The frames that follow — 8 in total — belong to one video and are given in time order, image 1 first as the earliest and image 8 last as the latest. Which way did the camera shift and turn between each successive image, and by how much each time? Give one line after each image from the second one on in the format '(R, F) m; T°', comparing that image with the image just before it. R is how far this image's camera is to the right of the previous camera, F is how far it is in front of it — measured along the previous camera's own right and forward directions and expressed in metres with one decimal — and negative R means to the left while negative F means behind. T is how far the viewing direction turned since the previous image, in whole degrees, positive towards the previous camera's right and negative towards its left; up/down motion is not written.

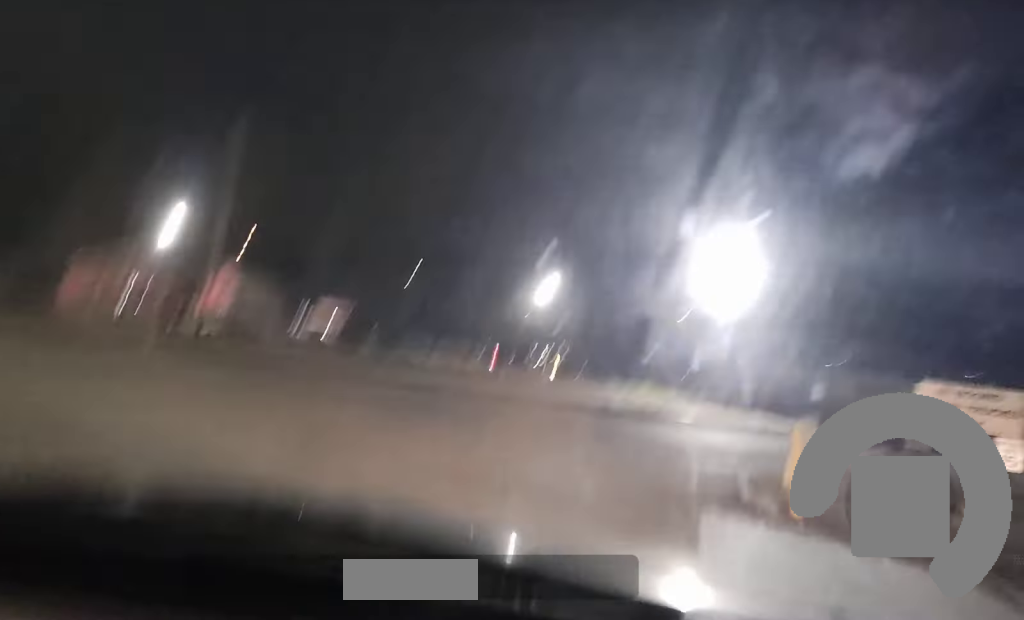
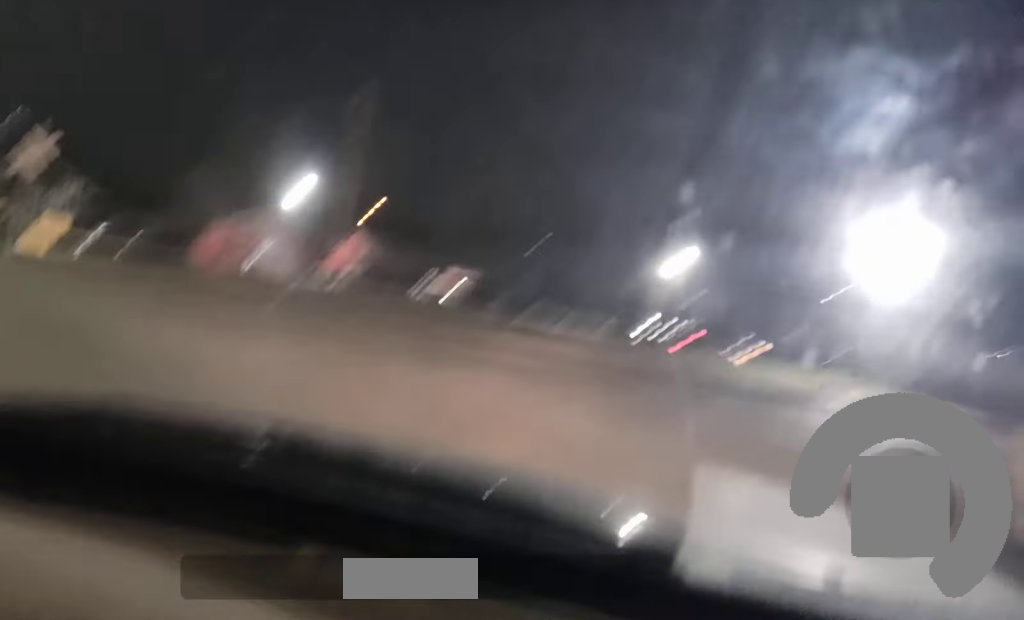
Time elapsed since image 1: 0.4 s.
(0.0, +1.4) m; -6°
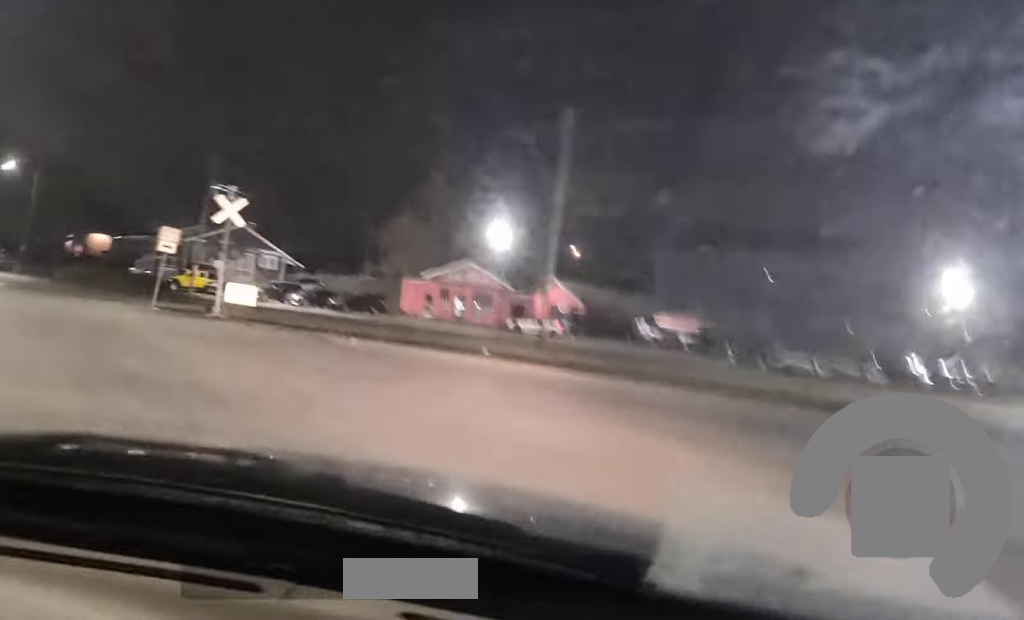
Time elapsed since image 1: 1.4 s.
(-0.4, +3.4) m; -14°
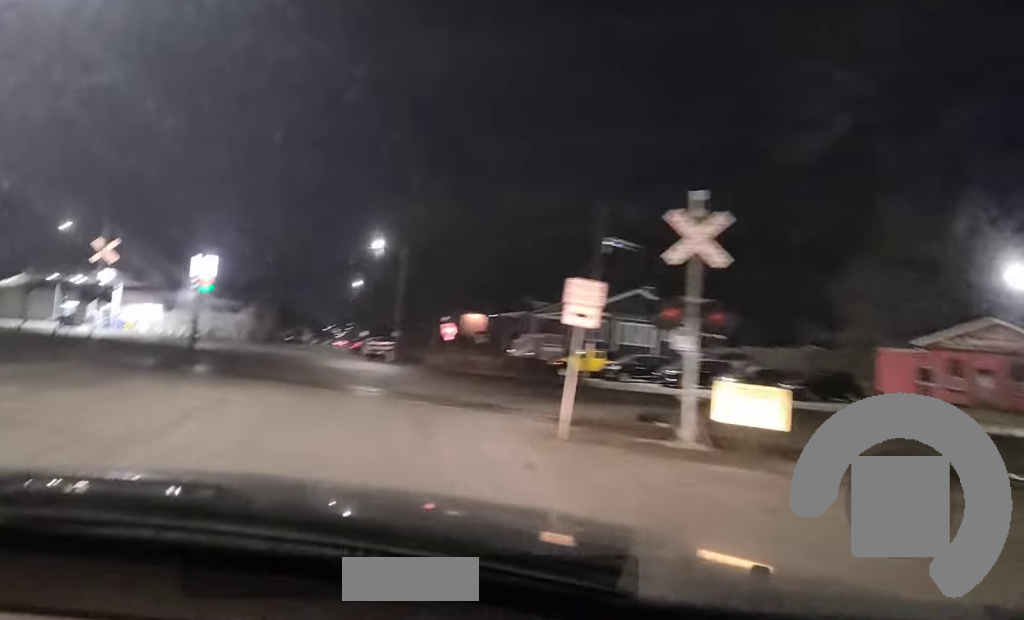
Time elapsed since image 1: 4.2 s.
(-3.4, +12.2) m; -25°
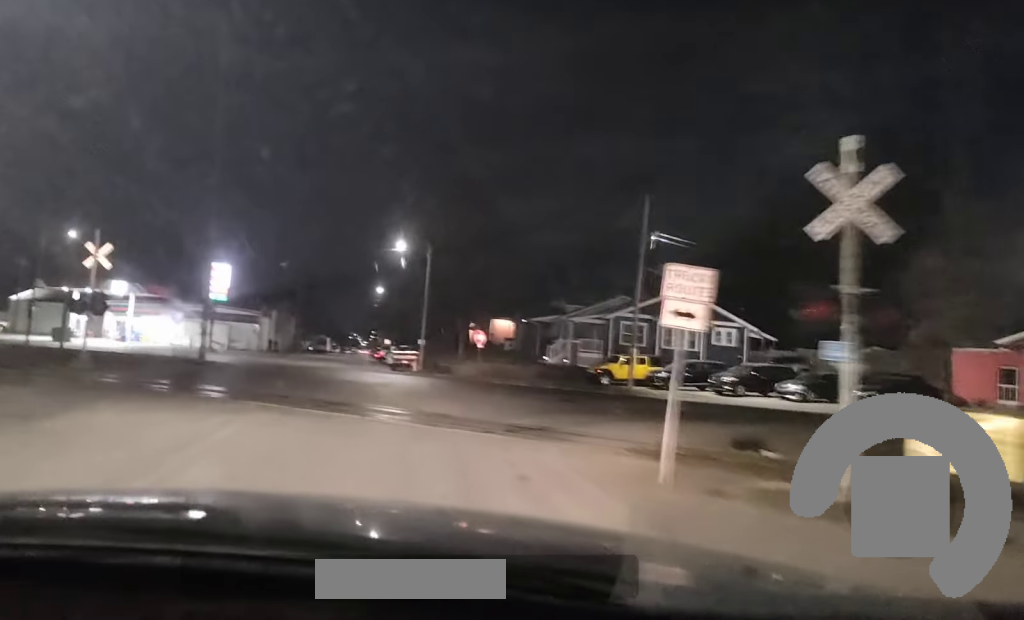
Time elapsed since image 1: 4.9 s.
(-0.1, +3.9) m; -3°
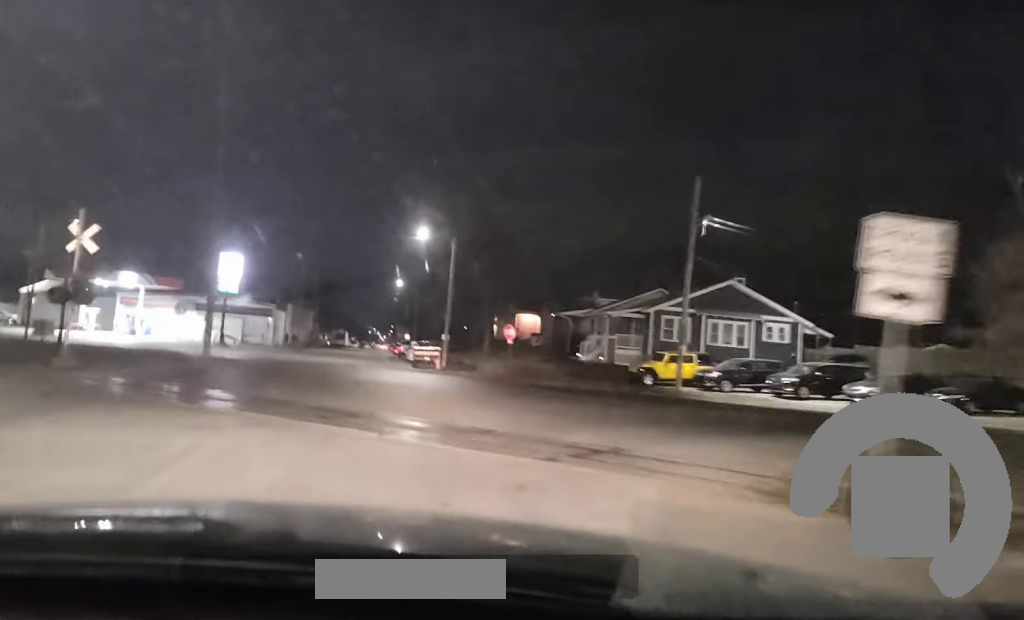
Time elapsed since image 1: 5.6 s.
(-0.1, +4.0) m; -1°
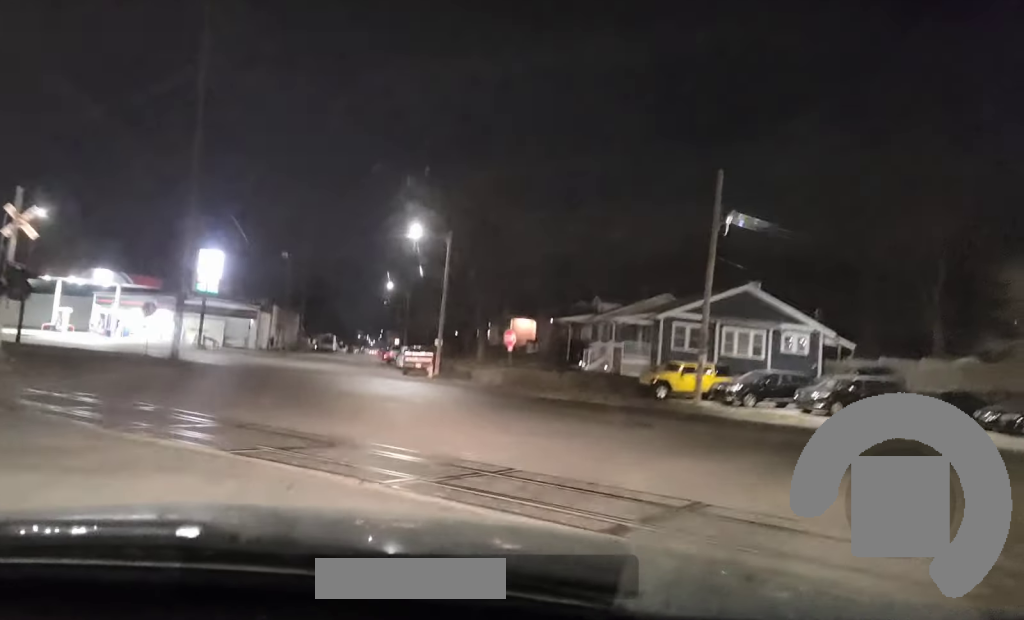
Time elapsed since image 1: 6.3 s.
(0.0, +4.0) m; +2°
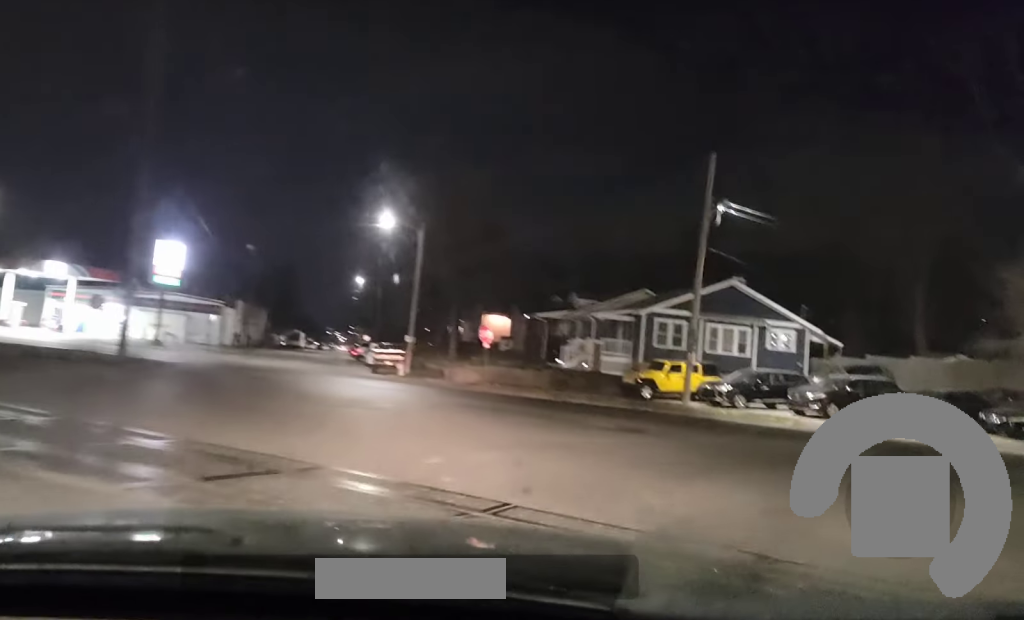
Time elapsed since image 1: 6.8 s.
(0.0, +2.8) m; +2°
